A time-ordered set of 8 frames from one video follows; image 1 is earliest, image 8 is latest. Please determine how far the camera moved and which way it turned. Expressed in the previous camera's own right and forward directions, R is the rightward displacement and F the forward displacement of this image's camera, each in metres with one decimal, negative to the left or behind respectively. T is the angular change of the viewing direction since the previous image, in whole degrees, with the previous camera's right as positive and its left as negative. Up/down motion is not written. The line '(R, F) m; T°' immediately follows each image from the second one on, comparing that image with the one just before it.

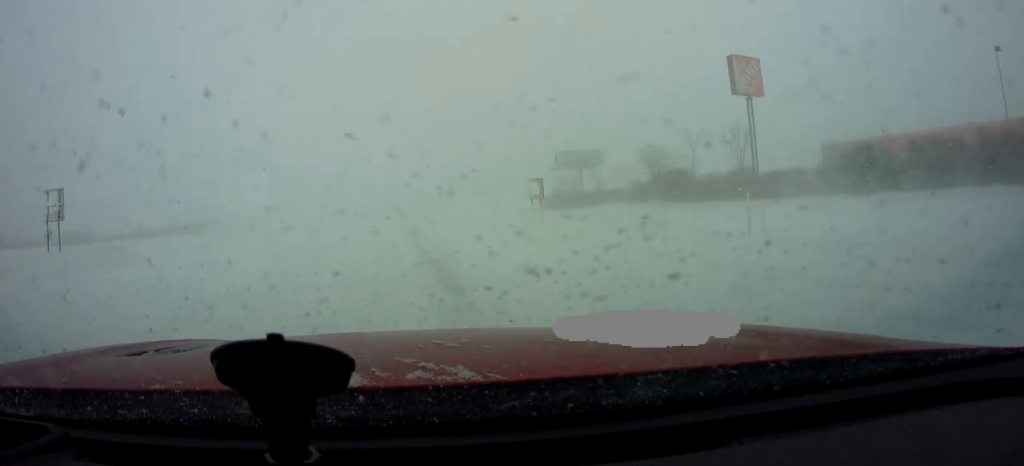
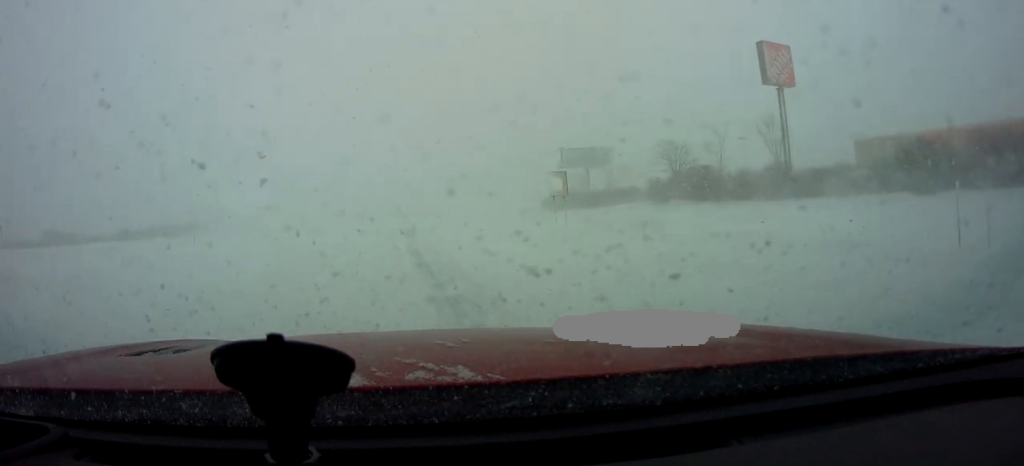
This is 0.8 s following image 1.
(-0.2, +6.8) m; 0°
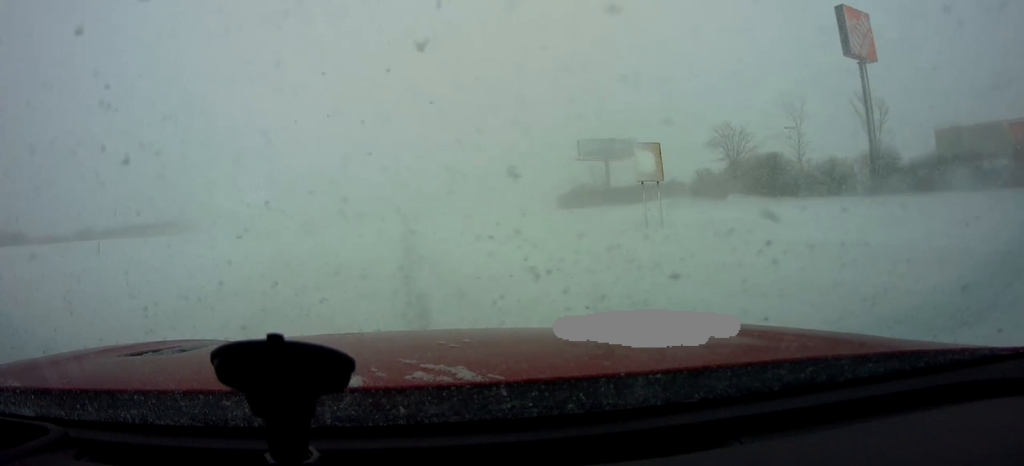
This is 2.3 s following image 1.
(+0.3, +13.4) m; +2°
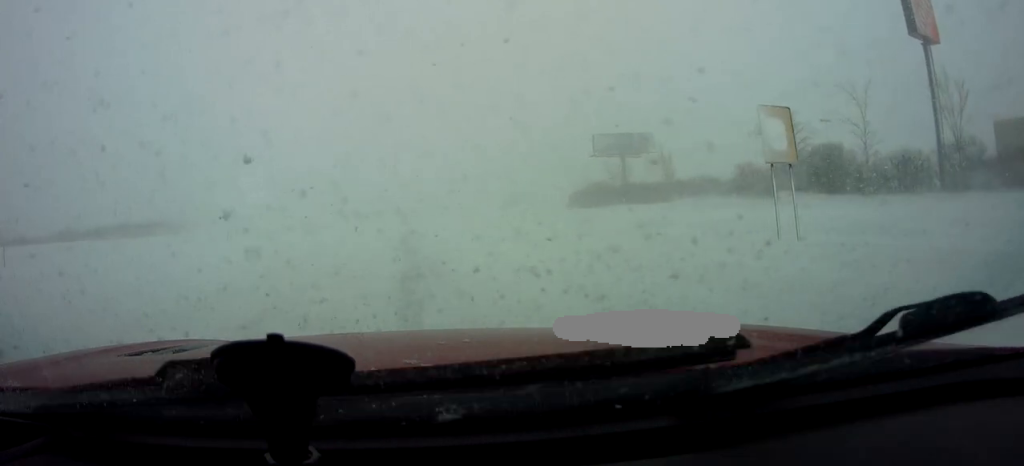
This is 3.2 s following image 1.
(0.0, +8.2) m; -2°
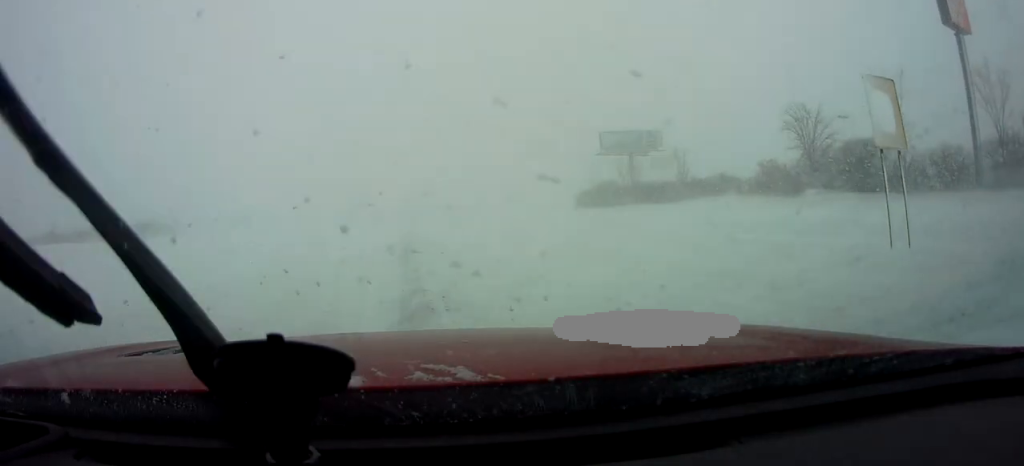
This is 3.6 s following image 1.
(-0.2, +4.0) m; 0°
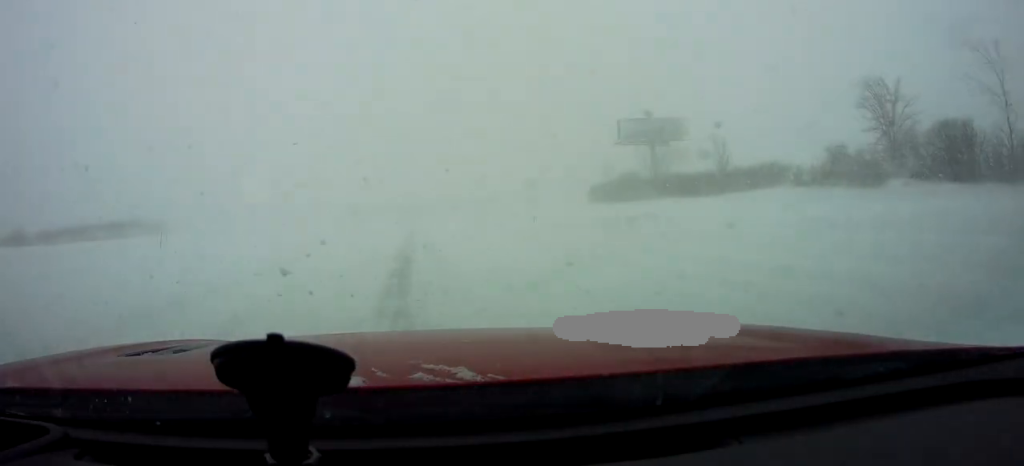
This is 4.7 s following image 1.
(+0.1, +10.2) m; 0°
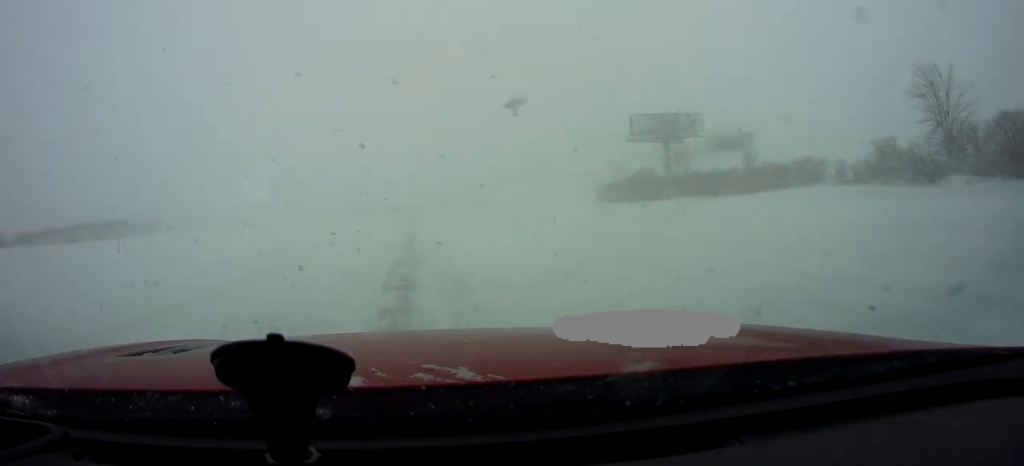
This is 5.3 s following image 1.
(0.0, +5.8) m; 0°
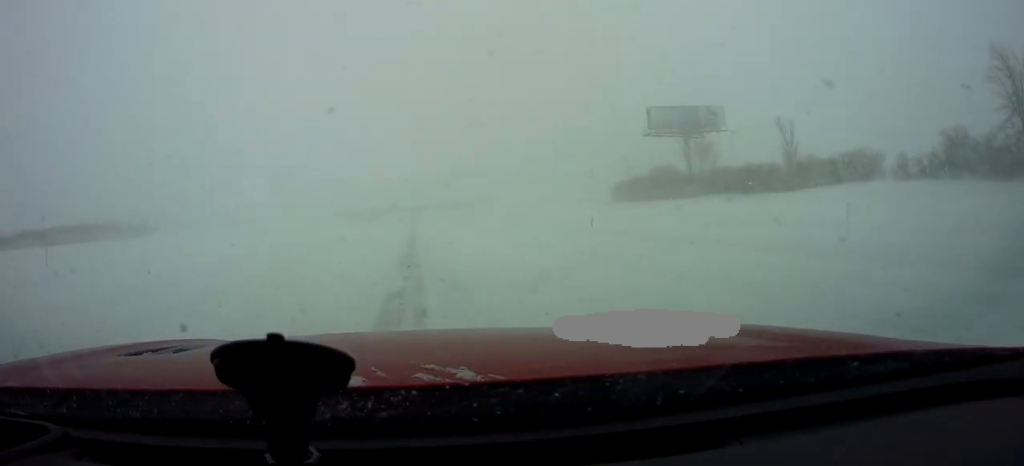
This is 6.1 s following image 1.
(-0.3, +7.3) m; 0°
